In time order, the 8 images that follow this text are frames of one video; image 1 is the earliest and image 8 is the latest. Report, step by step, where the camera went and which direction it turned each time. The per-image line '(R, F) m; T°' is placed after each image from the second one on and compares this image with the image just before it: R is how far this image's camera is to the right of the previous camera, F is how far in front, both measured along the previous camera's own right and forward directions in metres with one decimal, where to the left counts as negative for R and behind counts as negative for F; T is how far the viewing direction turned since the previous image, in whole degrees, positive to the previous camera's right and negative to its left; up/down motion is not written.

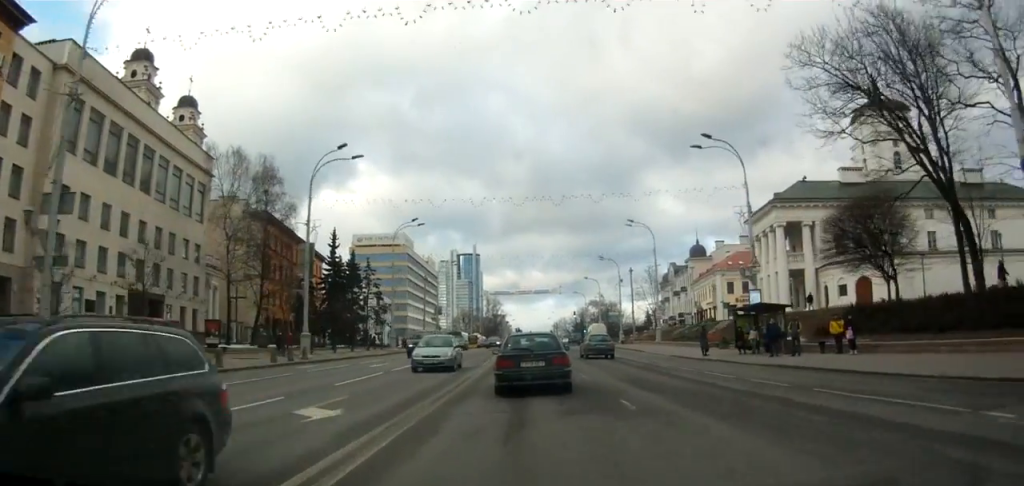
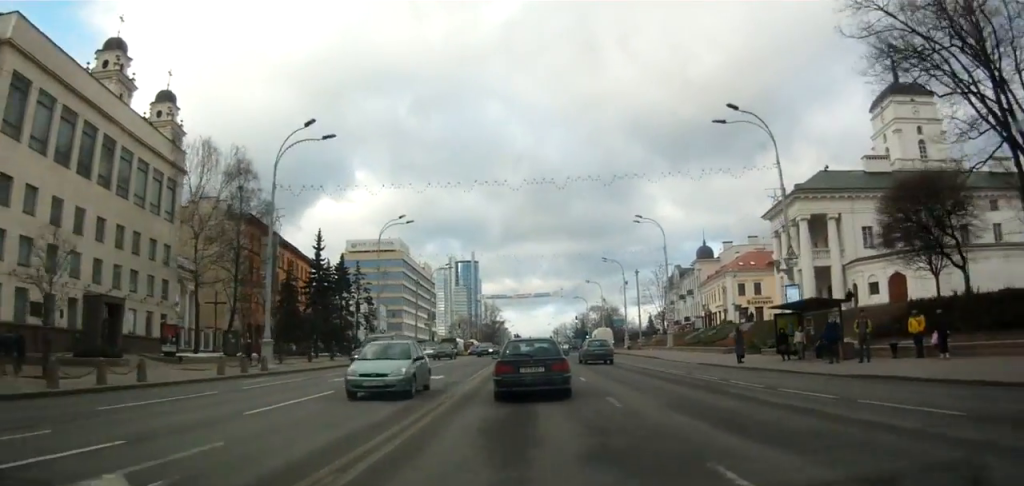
(-0.2, +6.2) m; 0°
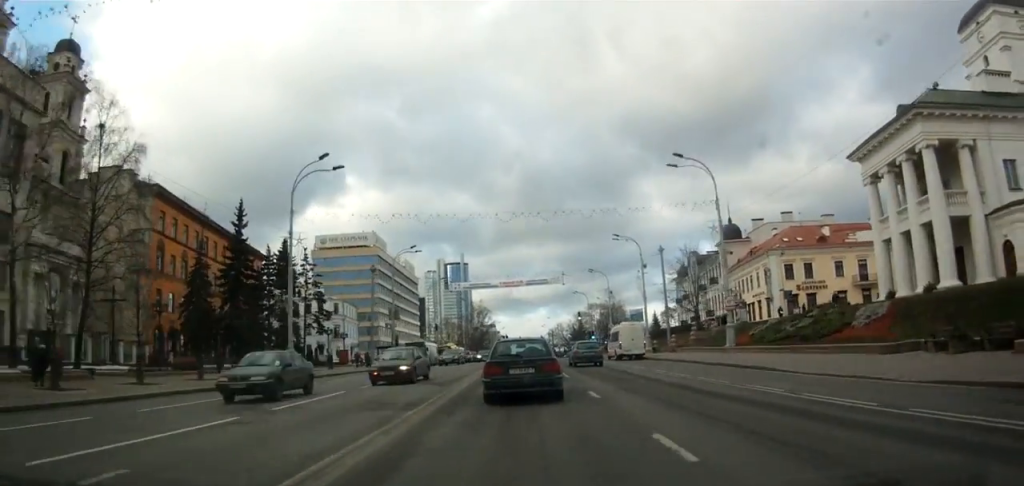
(+0.5, +21.8) m; +3°
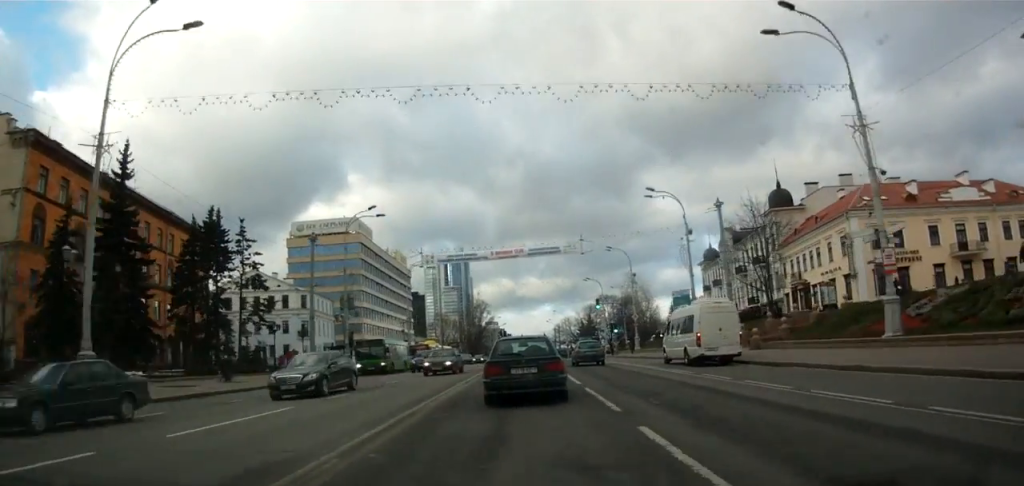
(-0.3, +20.4) m; -2°
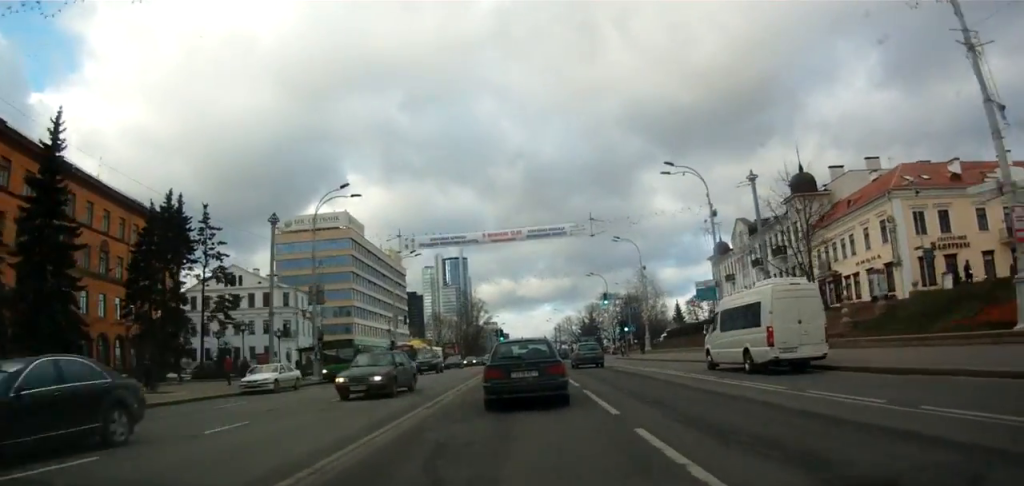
(-0.4, +7.4) m; 0°
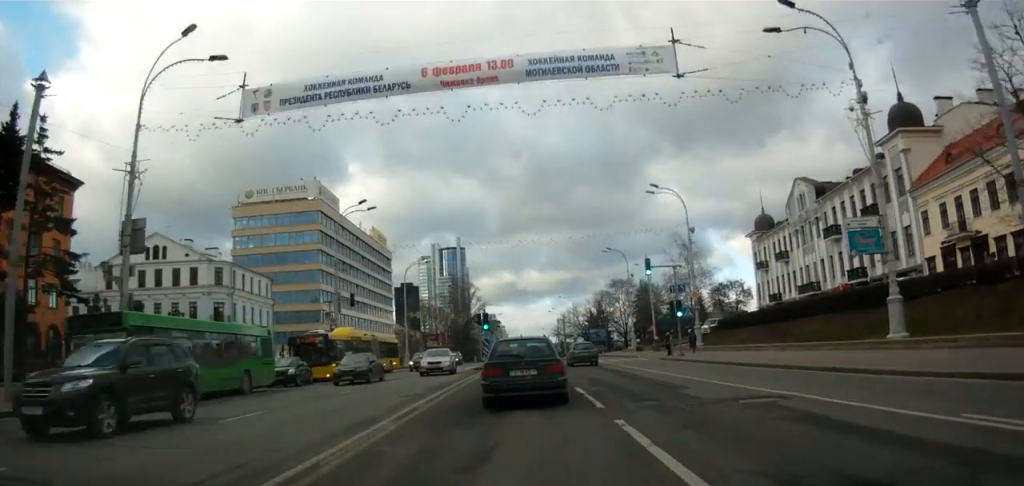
(+0.7, +23.3) m; +2°
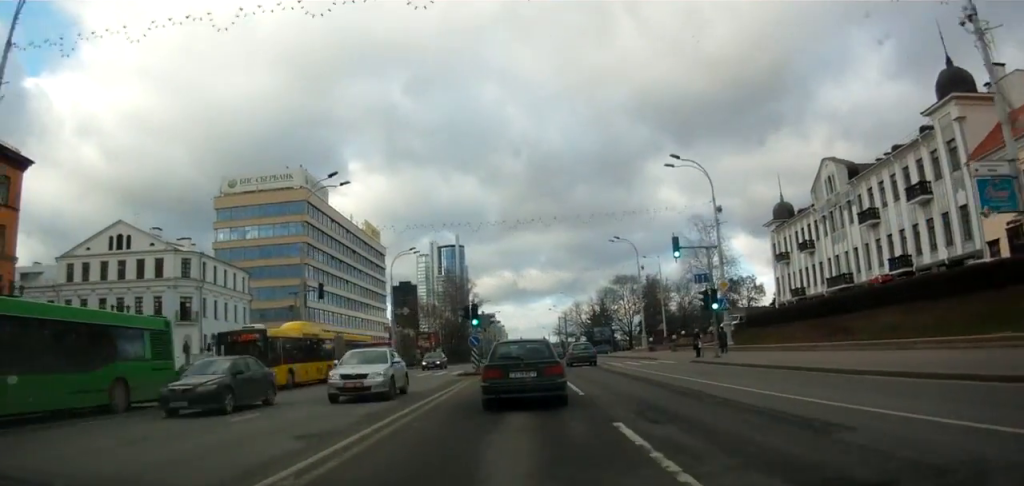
(-0.1, +7.9) m; +1°
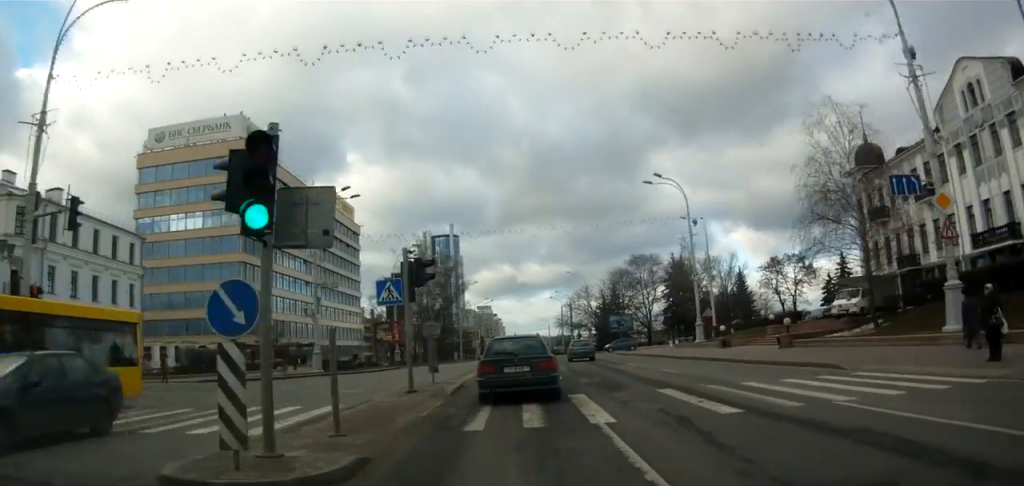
(+0.5, +26.8) m; 0°
